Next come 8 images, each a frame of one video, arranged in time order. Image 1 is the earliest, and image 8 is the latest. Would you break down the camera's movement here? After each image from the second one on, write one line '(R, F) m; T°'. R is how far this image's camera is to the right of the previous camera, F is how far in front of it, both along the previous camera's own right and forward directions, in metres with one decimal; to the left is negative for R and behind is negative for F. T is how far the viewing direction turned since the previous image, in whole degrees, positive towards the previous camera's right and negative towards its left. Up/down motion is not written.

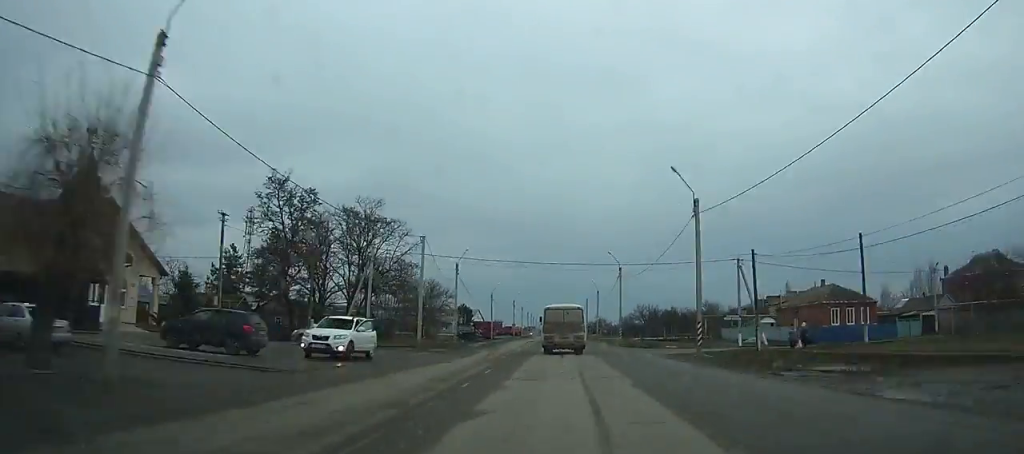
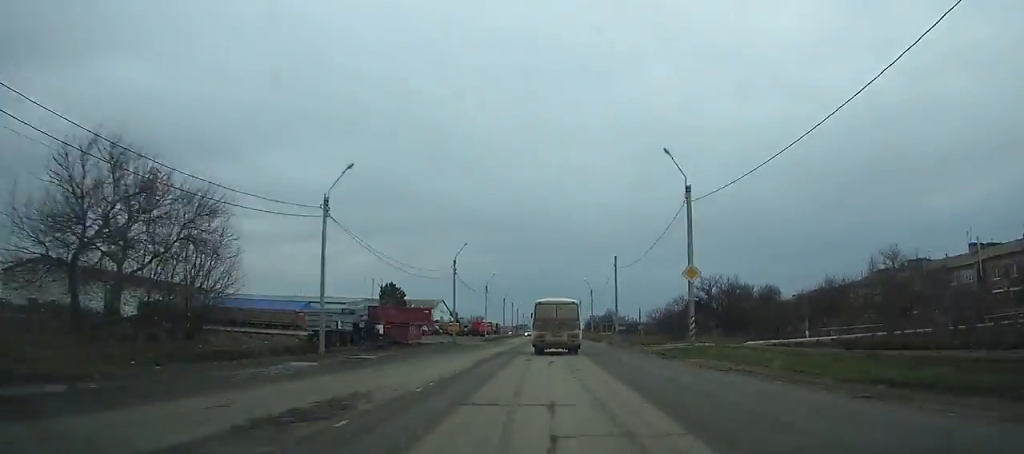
(0.0, +69.0) m; 0°
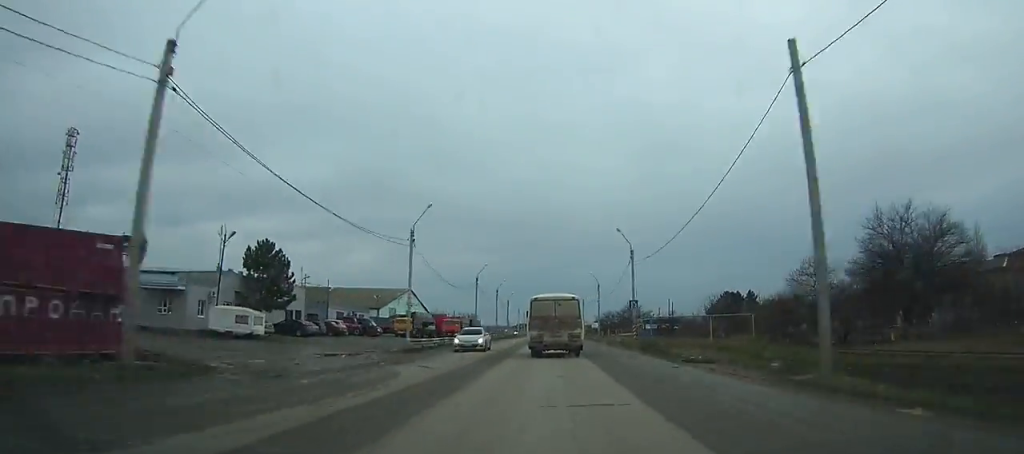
(0.0, +43.7) m; 0°
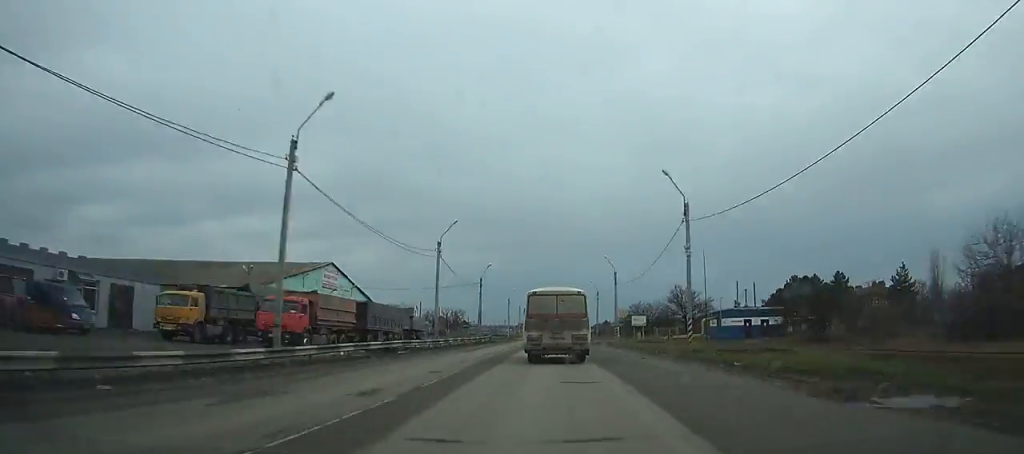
(-0.1, +50.4) m; 0°
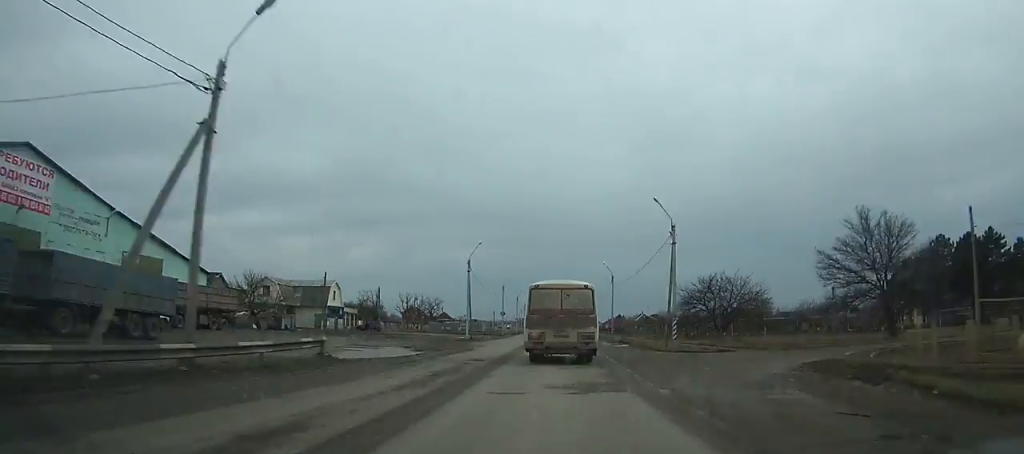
(+0.1, +56.2) m; 0°
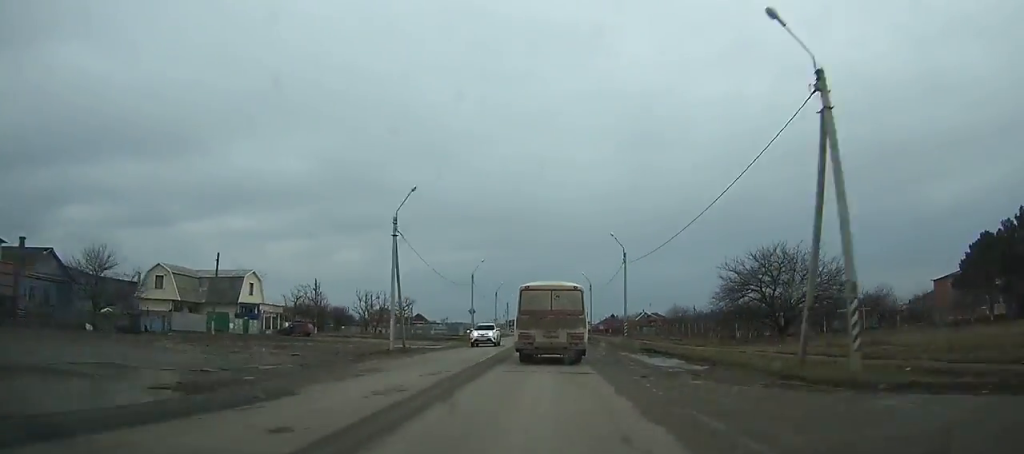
(+0.1, +23.1) m; 0°
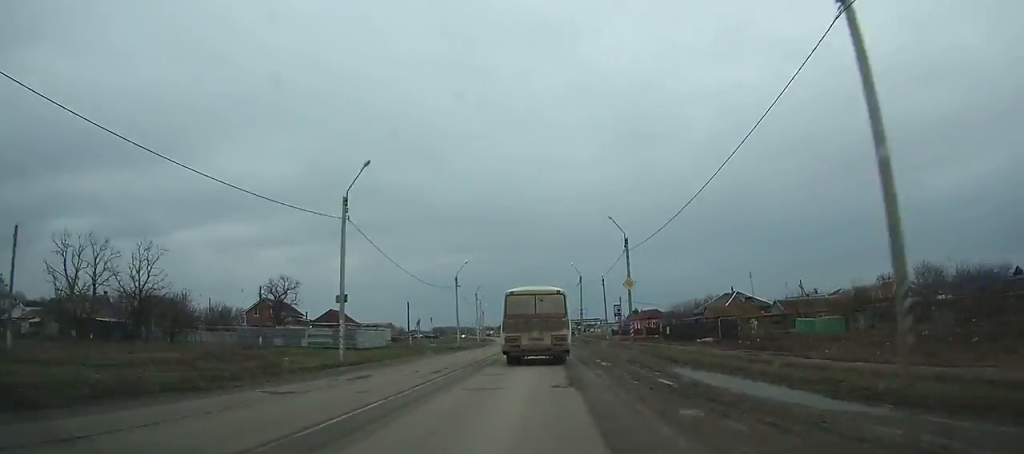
(-0.6, +75.1) m; -2°
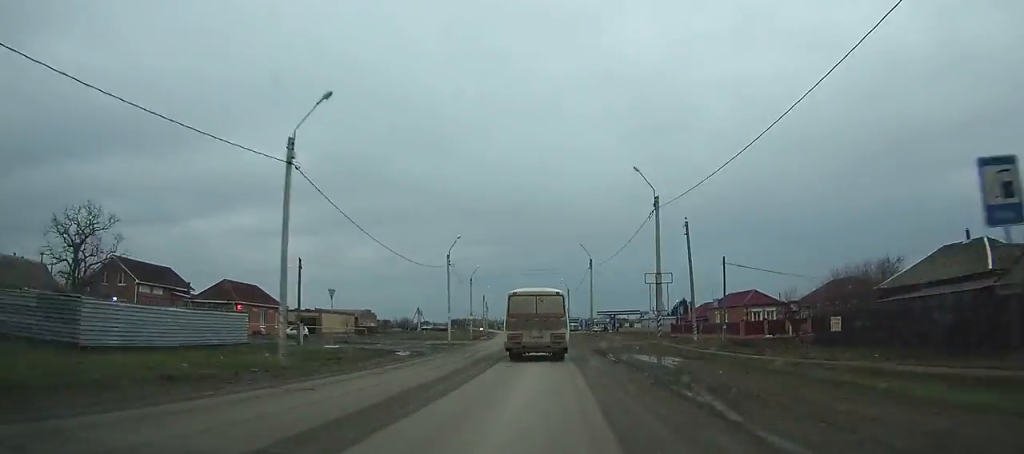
(-0.5, +44.8) m; -2°
